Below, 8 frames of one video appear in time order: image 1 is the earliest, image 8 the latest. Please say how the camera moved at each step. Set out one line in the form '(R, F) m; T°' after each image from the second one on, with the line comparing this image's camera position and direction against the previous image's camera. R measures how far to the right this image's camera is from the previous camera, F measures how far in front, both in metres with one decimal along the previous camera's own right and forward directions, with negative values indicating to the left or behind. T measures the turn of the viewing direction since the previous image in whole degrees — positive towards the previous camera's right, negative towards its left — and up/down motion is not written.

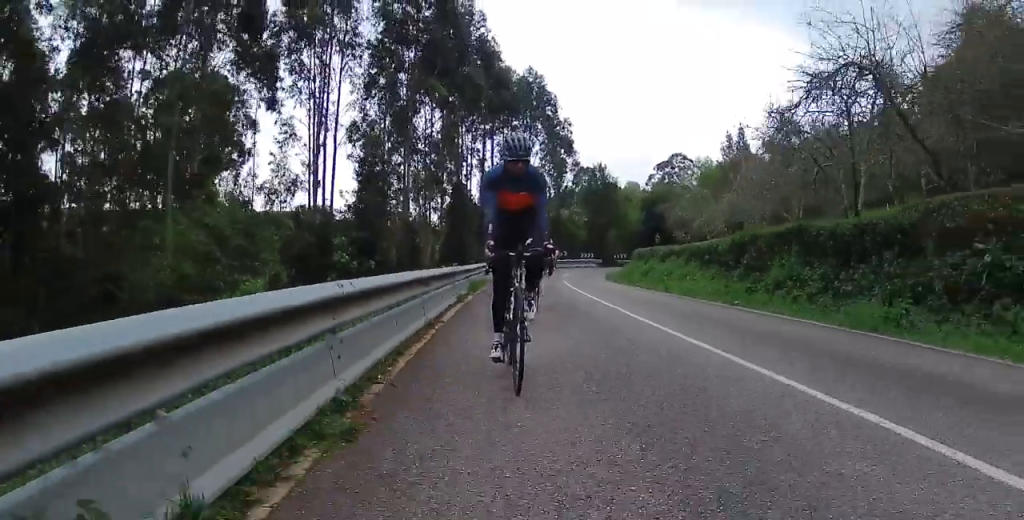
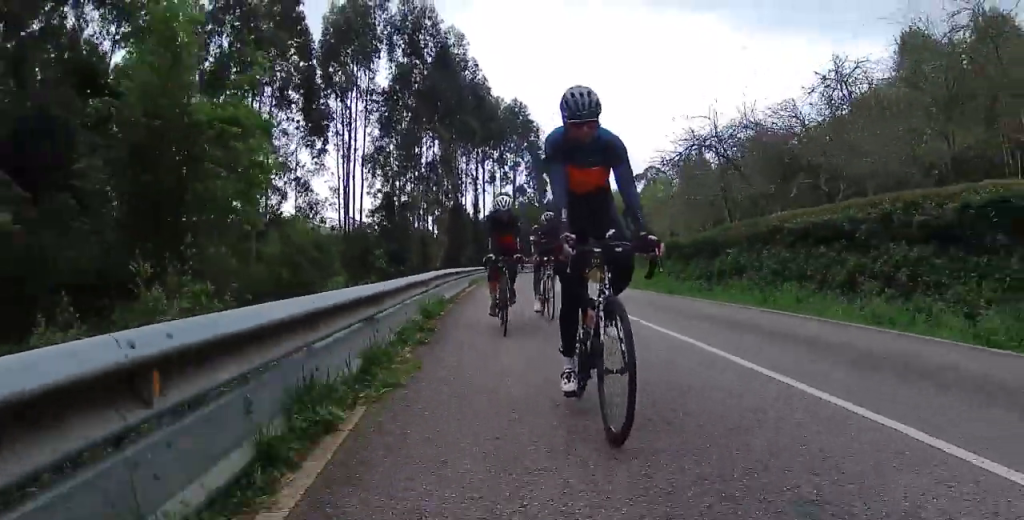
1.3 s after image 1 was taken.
(0.0, +10.6) m; 0°
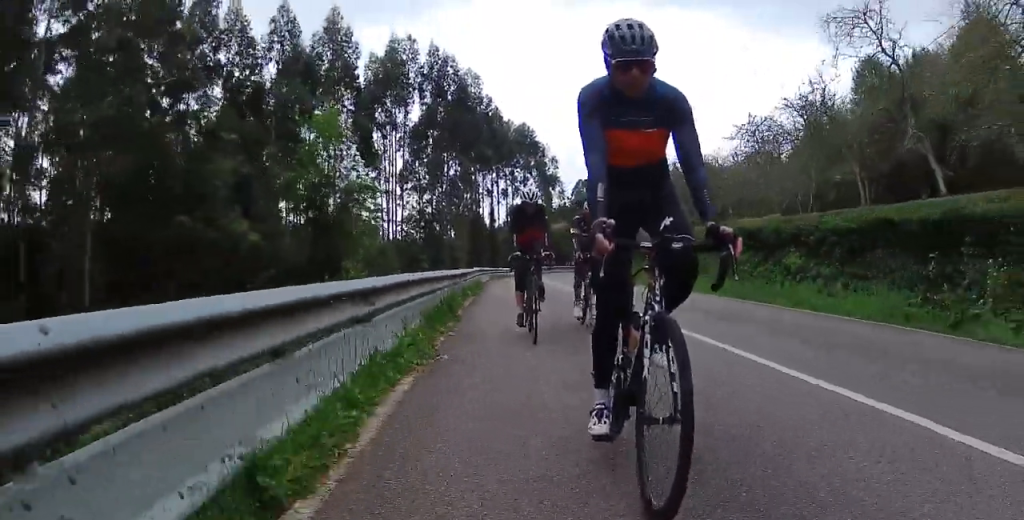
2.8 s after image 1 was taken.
(0.0, +12.0) m; 0°
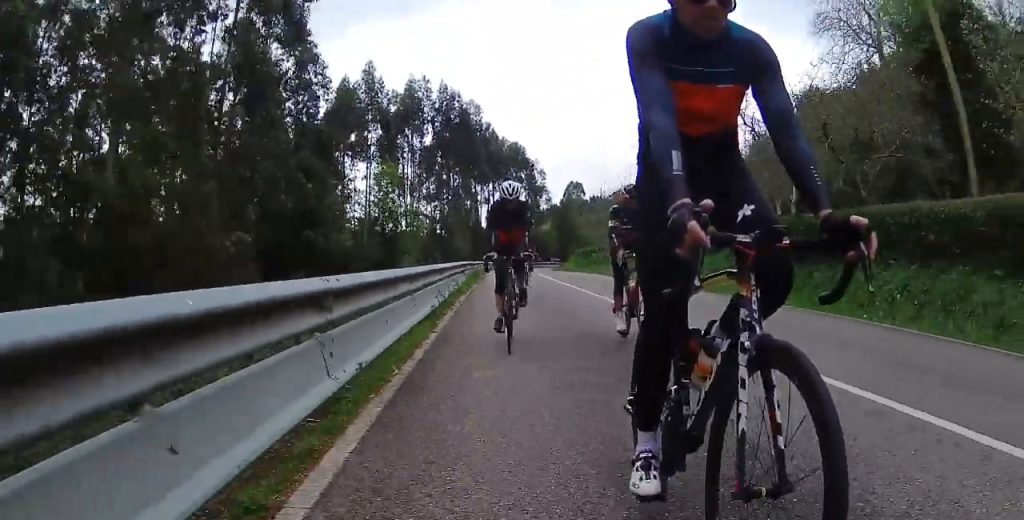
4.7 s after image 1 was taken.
(0.0, +15.0) m; 0°
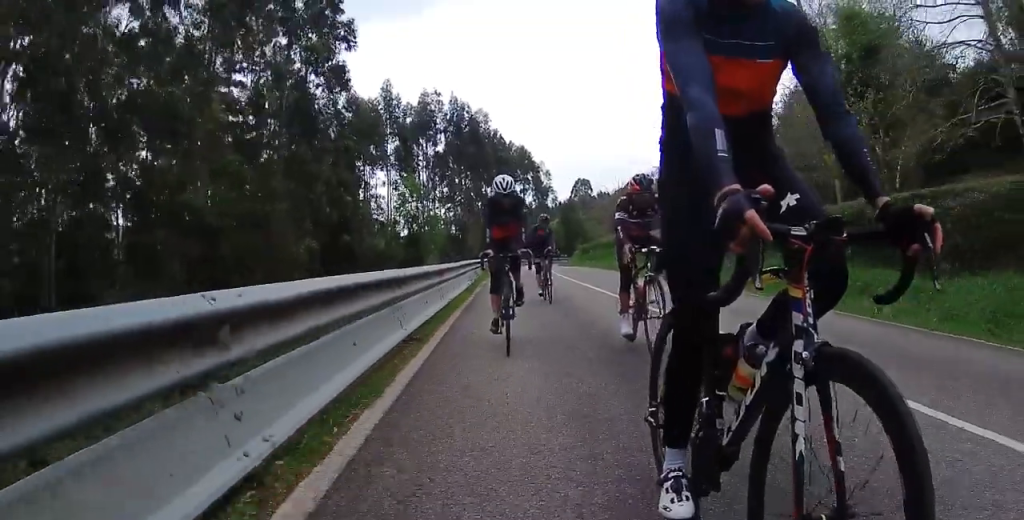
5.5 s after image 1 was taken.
(0.0, +6.6) m; -2°
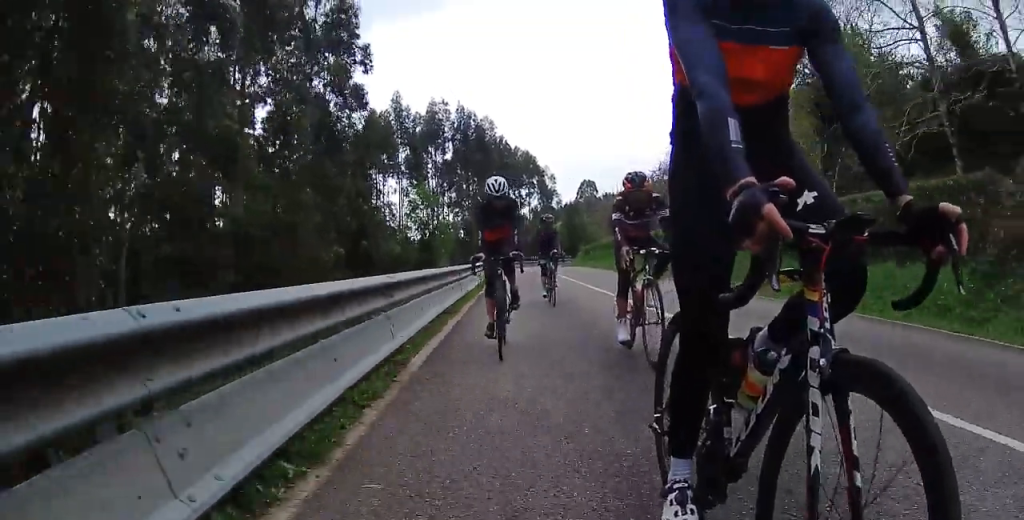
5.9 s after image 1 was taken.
(+0.1, +3.6) m; -2°
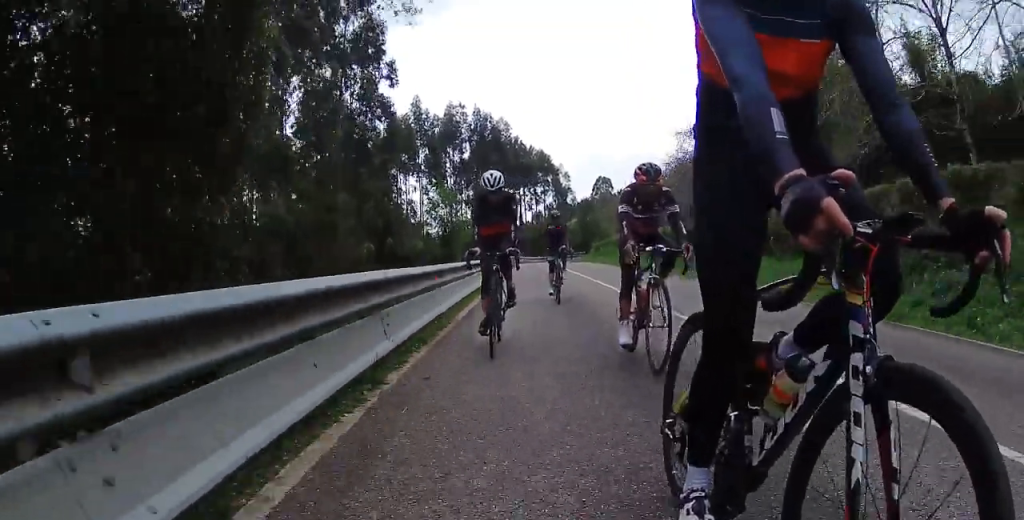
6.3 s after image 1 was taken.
(-0.2, +3.6) m; -2°
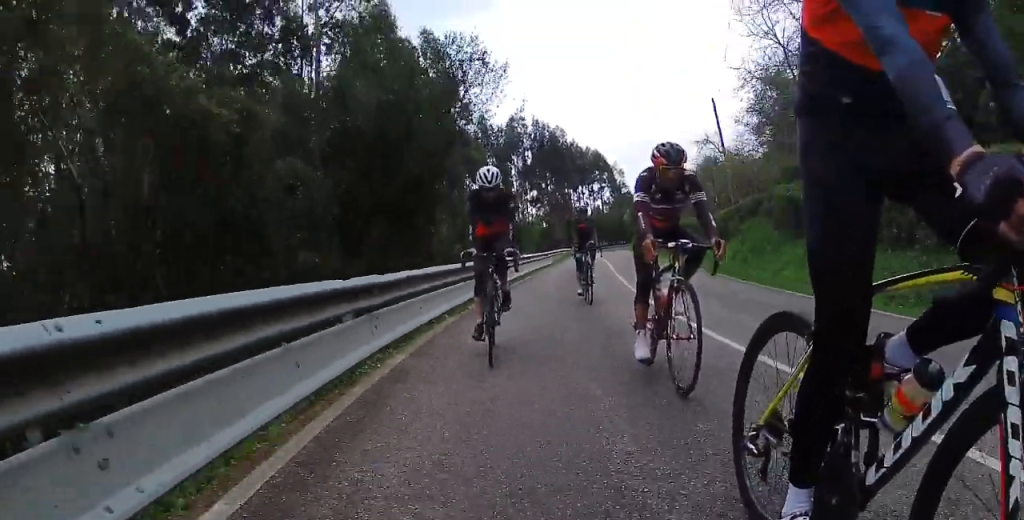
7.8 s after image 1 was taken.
(-0.6, +12.4) m; -9°
